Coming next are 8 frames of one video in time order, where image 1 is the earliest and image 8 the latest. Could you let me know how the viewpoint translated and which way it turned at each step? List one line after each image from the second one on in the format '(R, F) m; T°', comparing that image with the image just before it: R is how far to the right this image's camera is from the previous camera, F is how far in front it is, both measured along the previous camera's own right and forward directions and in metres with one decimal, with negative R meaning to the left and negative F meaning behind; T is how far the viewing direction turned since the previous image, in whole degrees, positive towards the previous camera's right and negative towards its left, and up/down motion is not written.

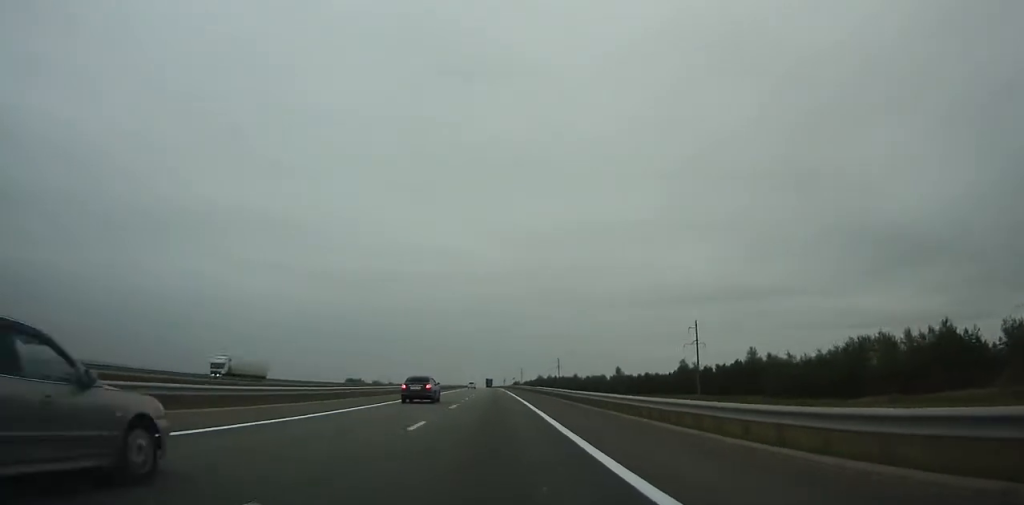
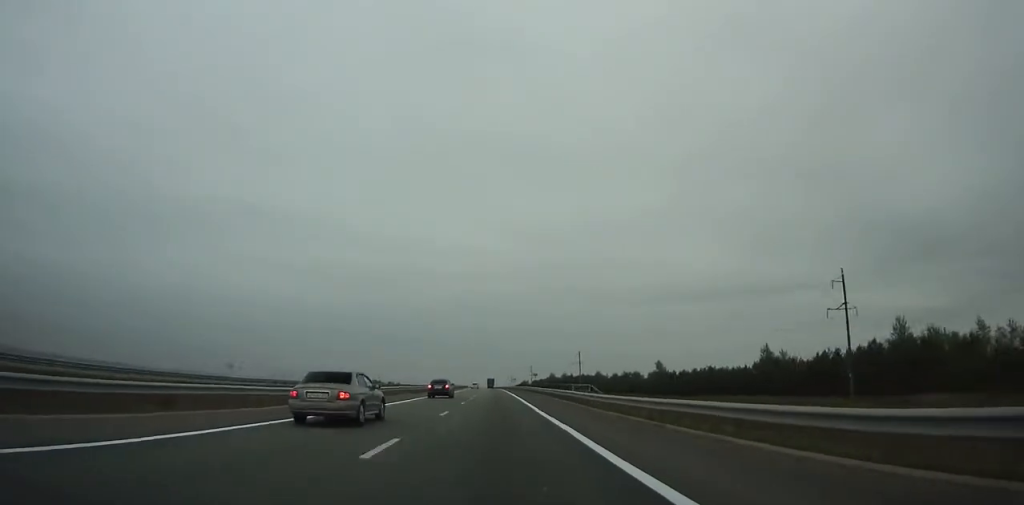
(-0.5, +63.4) m; -1°
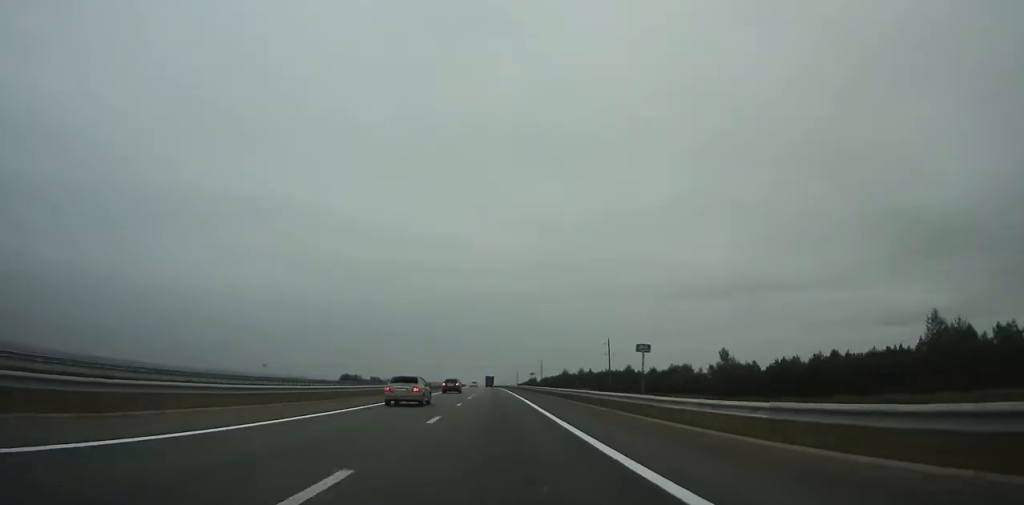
(-0.2, +63.6) m; 0°
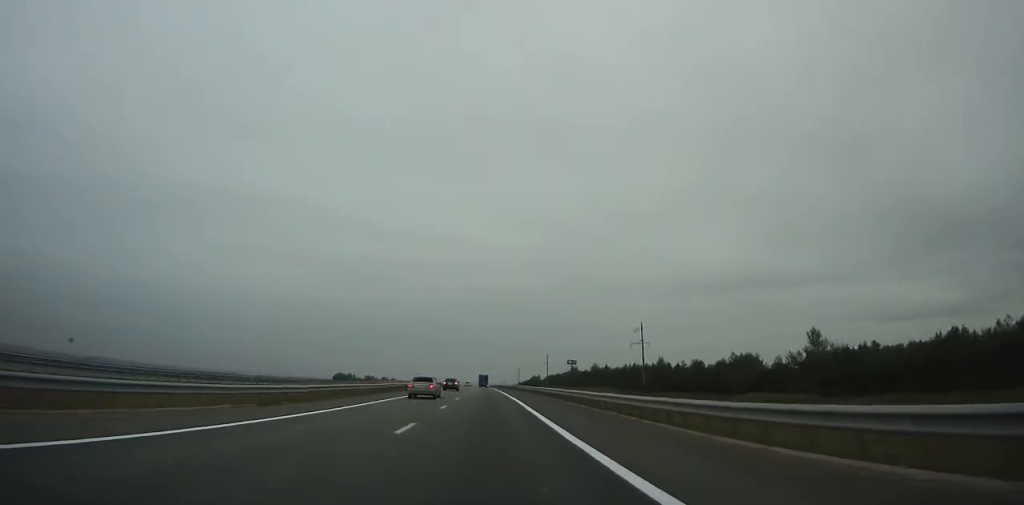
(-0.2, +51.7) m; 0°
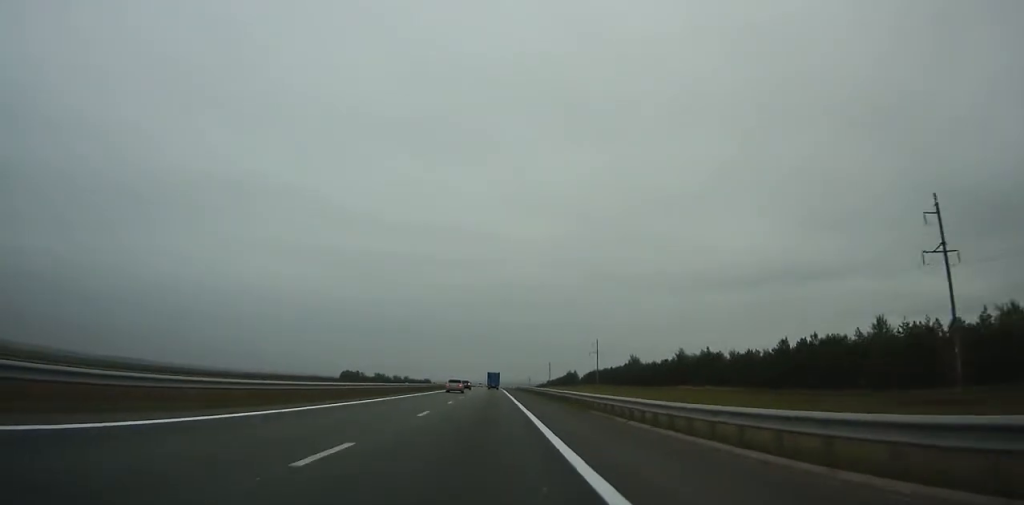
(-0.8, +112.7) m; -1°
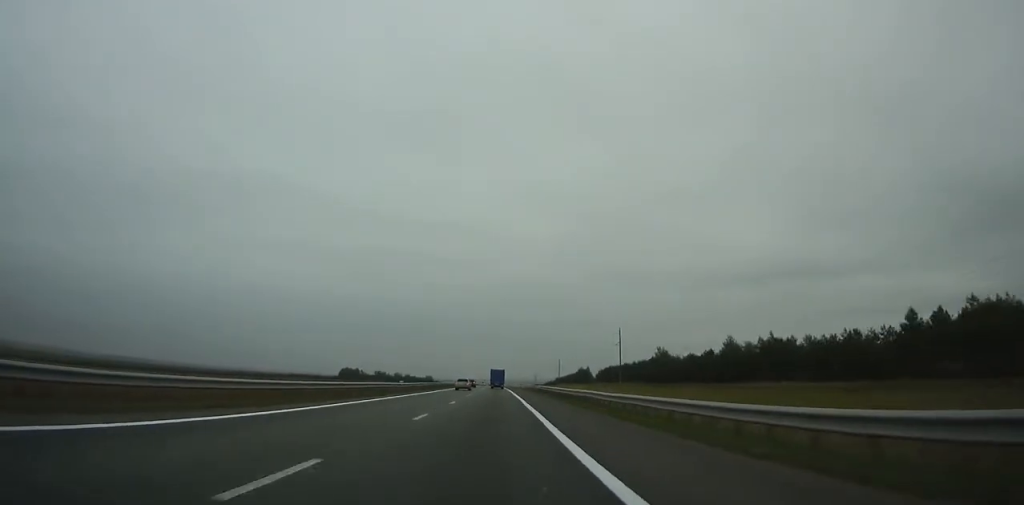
(-0.3, +39.7) m; 0°
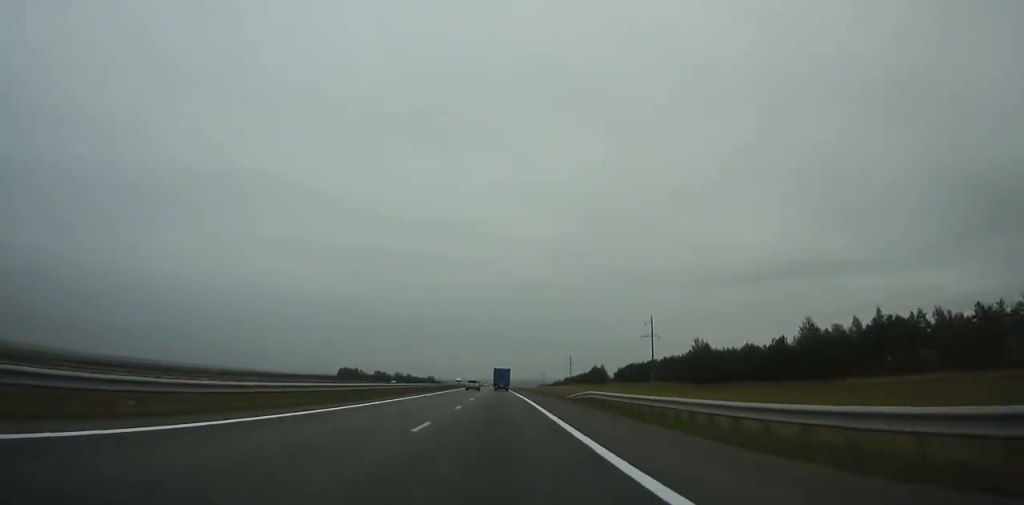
(-0.2, +39.8) m; 0°
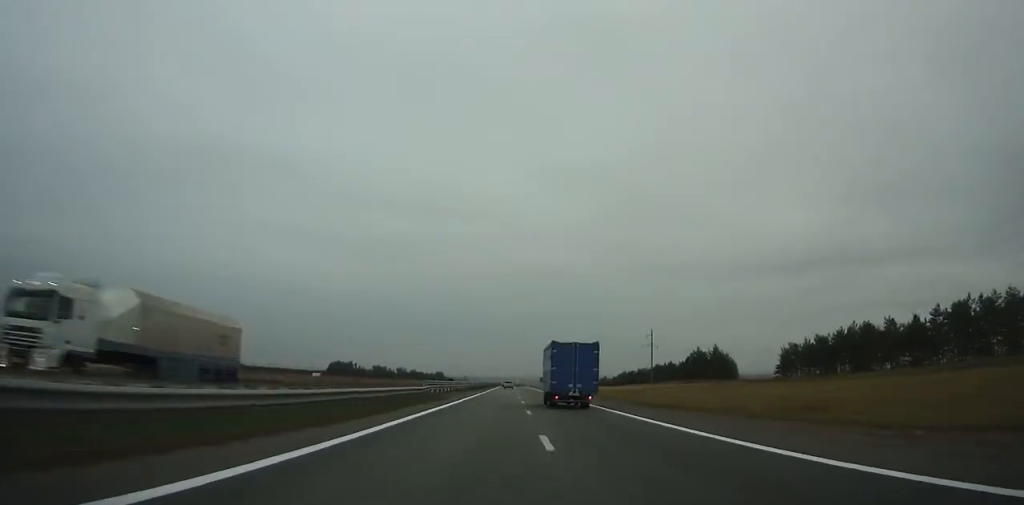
(-2.9, +157.8) m; +1°
